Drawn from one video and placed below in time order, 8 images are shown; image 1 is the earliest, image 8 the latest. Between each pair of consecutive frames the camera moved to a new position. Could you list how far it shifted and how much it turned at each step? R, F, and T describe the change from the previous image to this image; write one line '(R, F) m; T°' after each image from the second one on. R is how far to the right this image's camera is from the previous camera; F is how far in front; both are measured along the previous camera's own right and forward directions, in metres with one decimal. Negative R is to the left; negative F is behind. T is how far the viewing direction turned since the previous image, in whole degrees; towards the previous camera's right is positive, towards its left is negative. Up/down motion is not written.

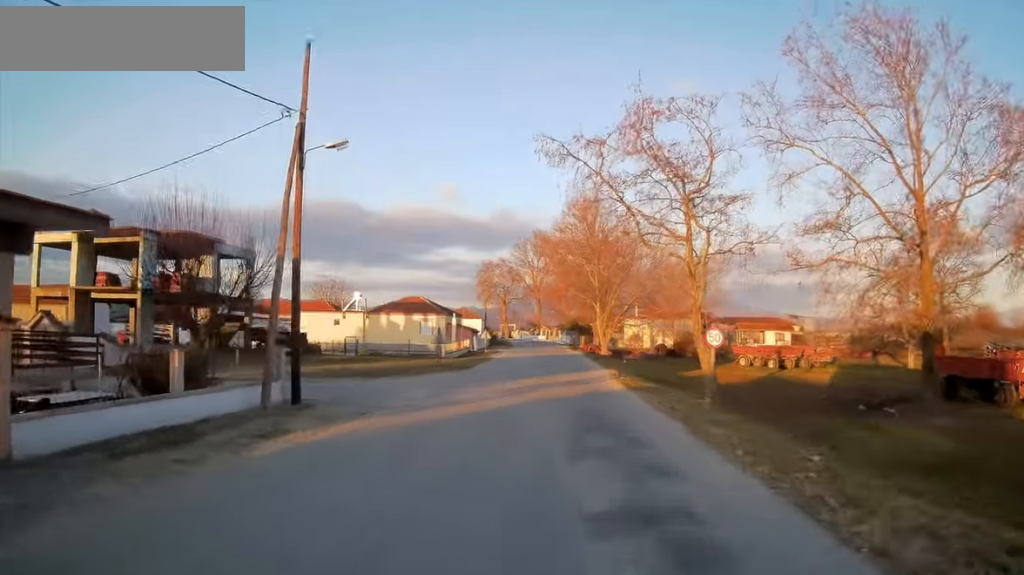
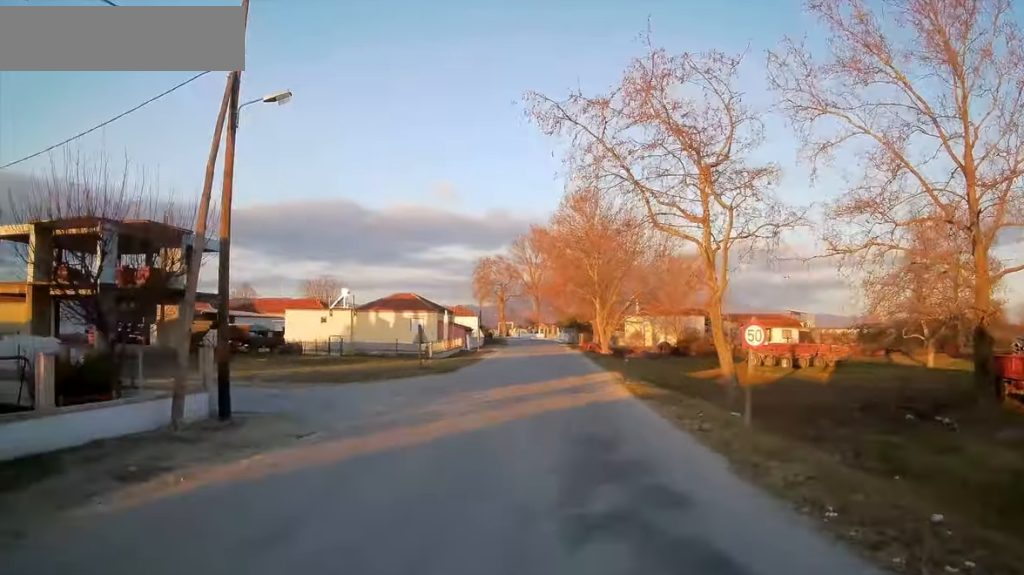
(+0.1, +3.3) m; +3°
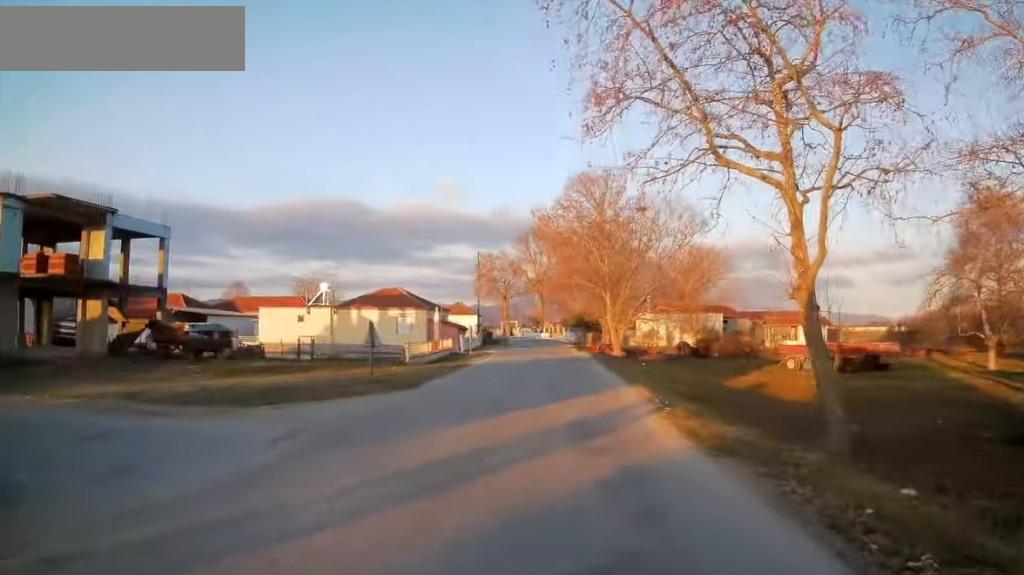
(+0.4, +7.1) m; +1°
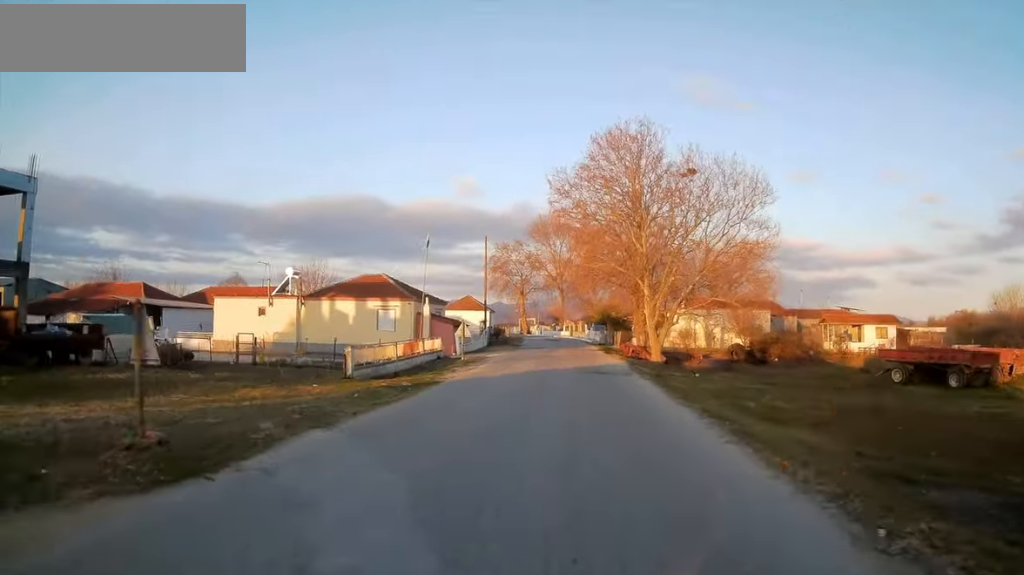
(-0.3, +11.0) m; -3°
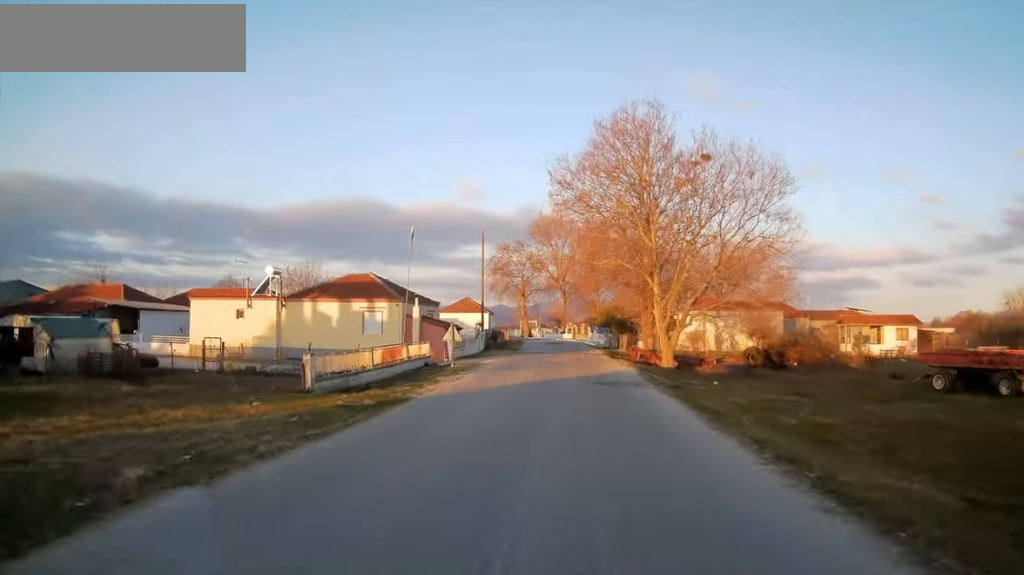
(0.0, +3.6) m; -1°
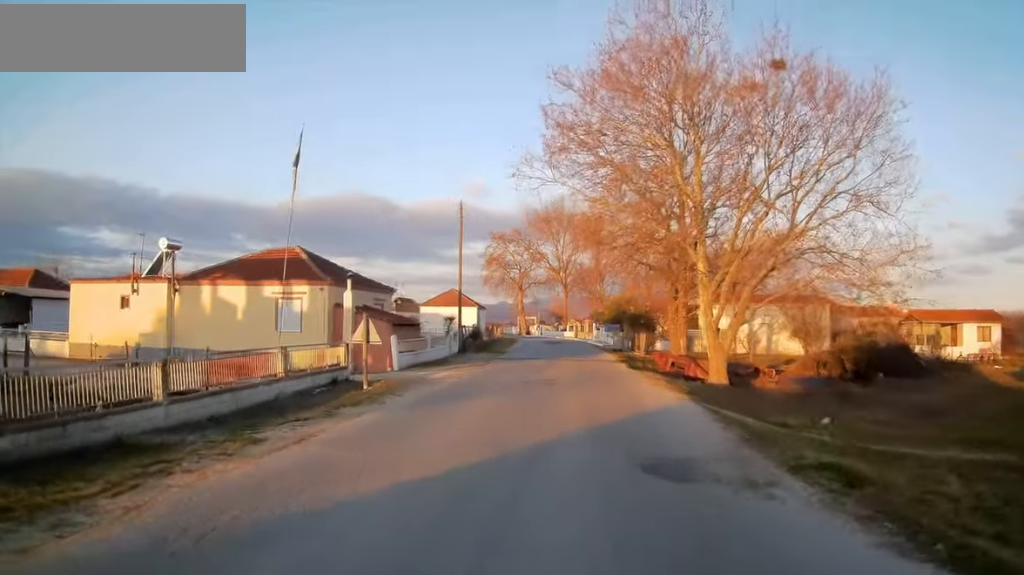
(-0.6, +12.8) m; -1°
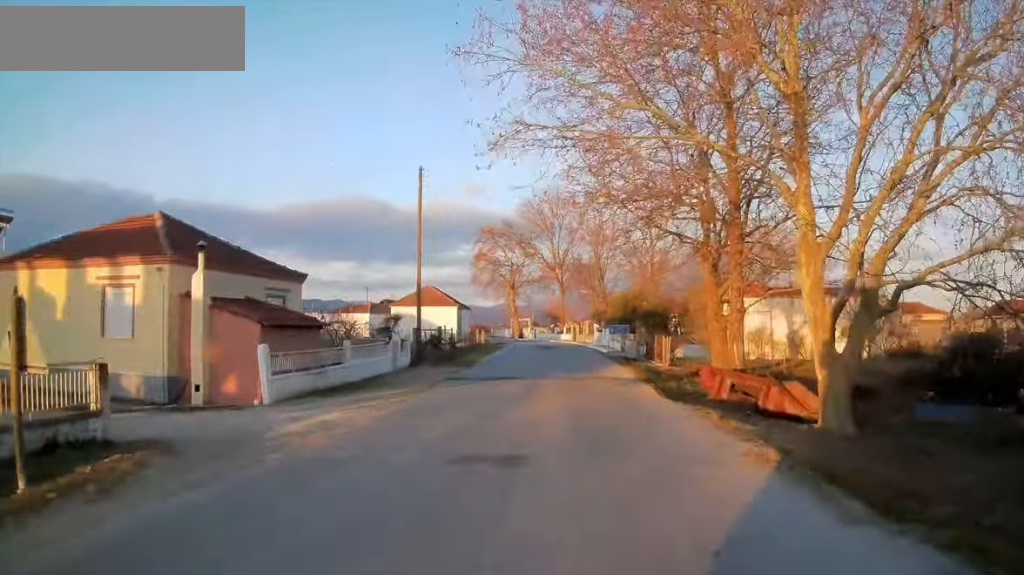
(+0.3, +11.5) m; 0°
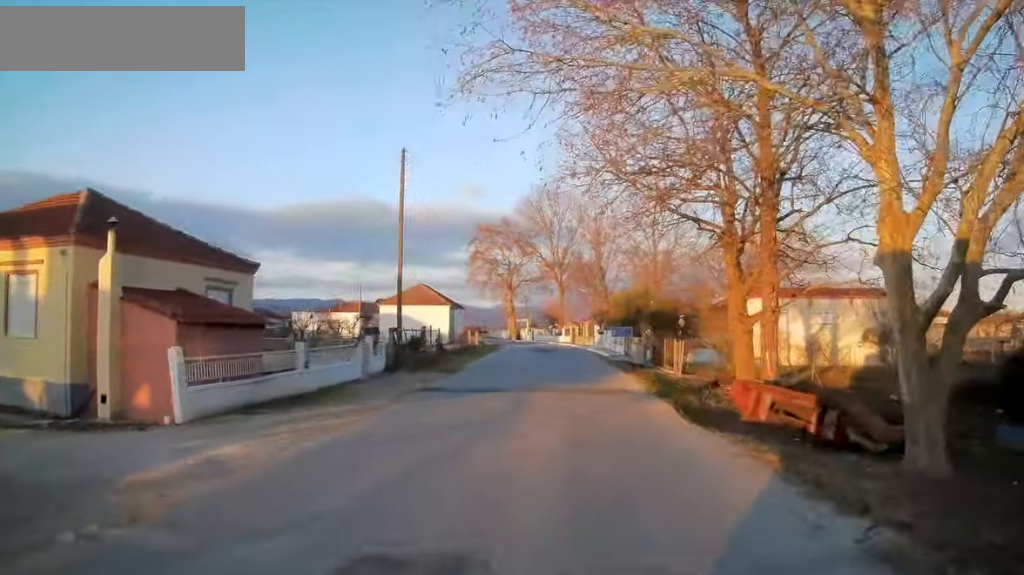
(-0.2, +3.7) m; 0°
